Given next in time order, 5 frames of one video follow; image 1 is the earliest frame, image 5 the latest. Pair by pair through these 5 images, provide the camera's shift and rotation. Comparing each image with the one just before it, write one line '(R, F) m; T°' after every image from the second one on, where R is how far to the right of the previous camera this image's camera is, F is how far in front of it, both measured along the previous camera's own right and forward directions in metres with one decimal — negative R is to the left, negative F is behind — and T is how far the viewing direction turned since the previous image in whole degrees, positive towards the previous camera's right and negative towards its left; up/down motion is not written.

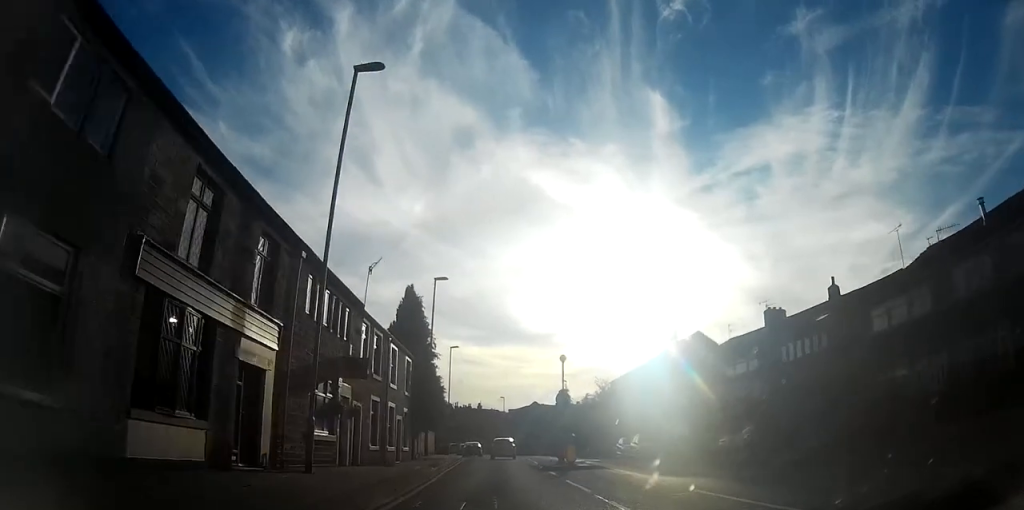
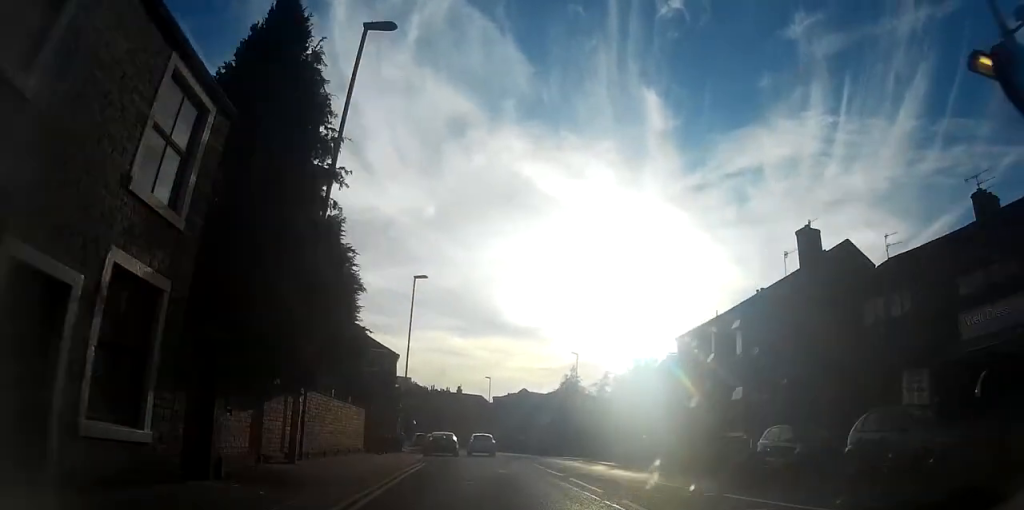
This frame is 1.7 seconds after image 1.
(-0.1, +23.3) m; +2°
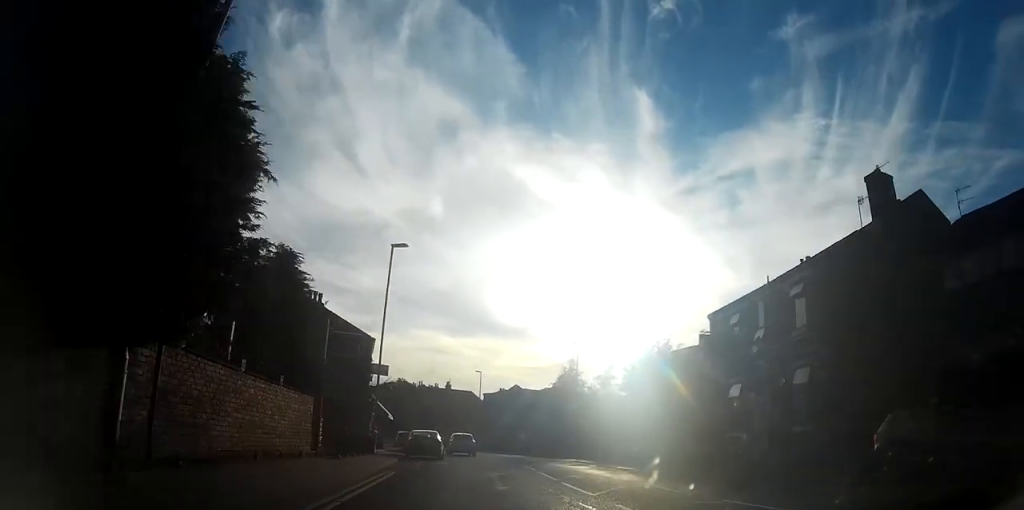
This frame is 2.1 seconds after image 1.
(0.0, +6.5) m; +2°
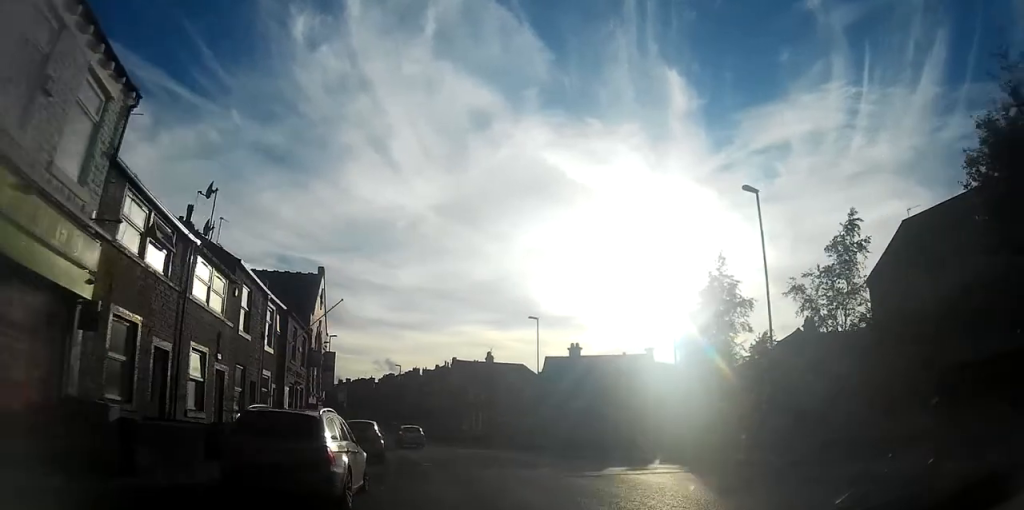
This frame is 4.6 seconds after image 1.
(-0.5, +33.8) m; -6°
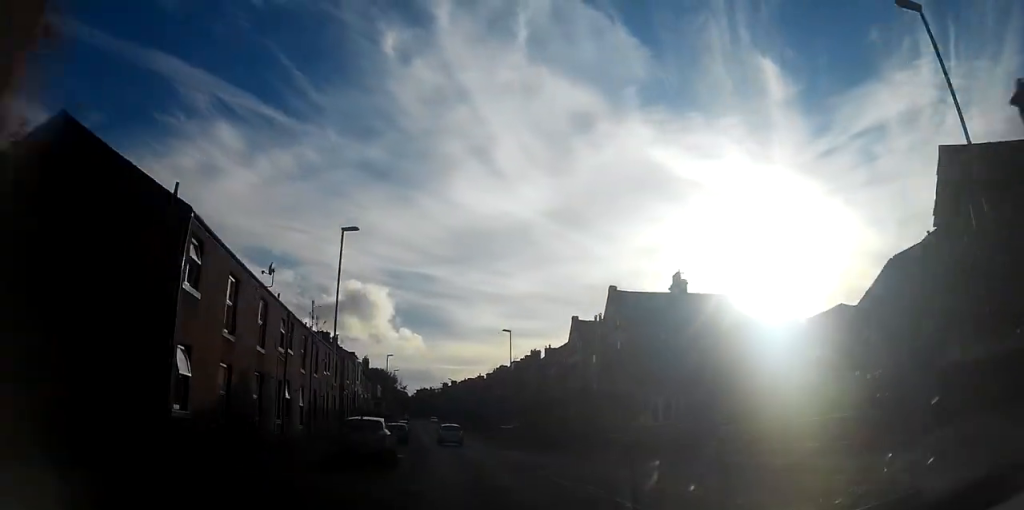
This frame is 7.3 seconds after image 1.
(-4.6, +38.1) m; -12°
